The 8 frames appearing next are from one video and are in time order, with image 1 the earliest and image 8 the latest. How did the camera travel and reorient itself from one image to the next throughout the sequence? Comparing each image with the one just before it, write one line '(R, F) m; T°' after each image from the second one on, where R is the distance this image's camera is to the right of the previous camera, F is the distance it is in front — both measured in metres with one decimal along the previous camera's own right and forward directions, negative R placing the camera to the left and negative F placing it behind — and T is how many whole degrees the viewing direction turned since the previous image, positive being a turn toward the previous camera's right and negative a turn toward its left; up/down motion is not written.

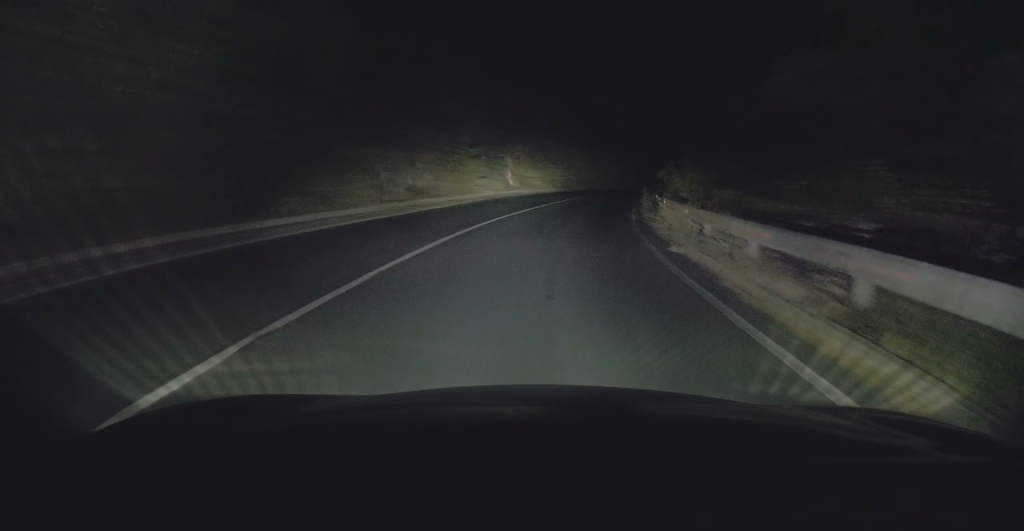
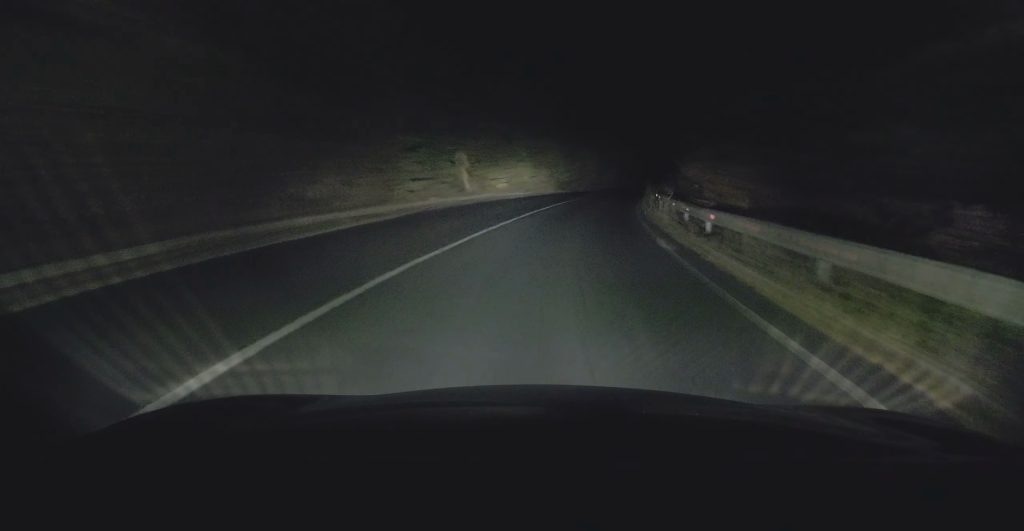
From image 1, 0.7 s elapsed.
(+0.3, +9.7) m; +3°
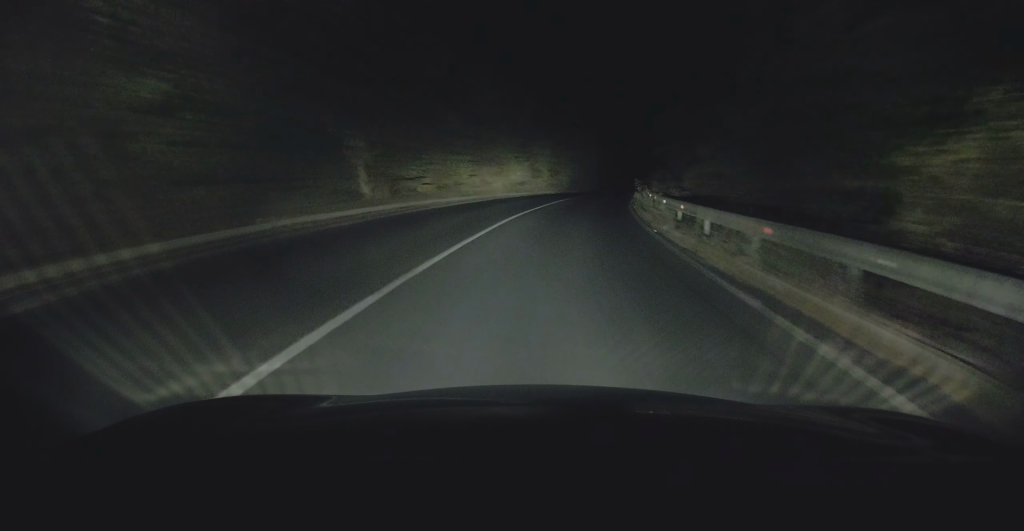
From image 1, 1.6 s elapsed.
(+0.3, +11.9) m; +3°
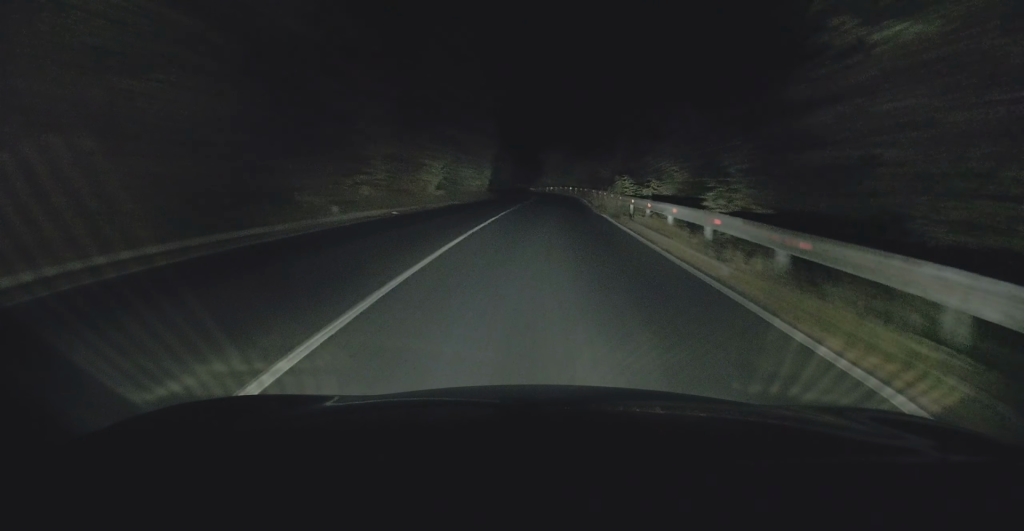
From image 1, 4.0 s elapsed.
(+2.6, +31.7) m; +8°
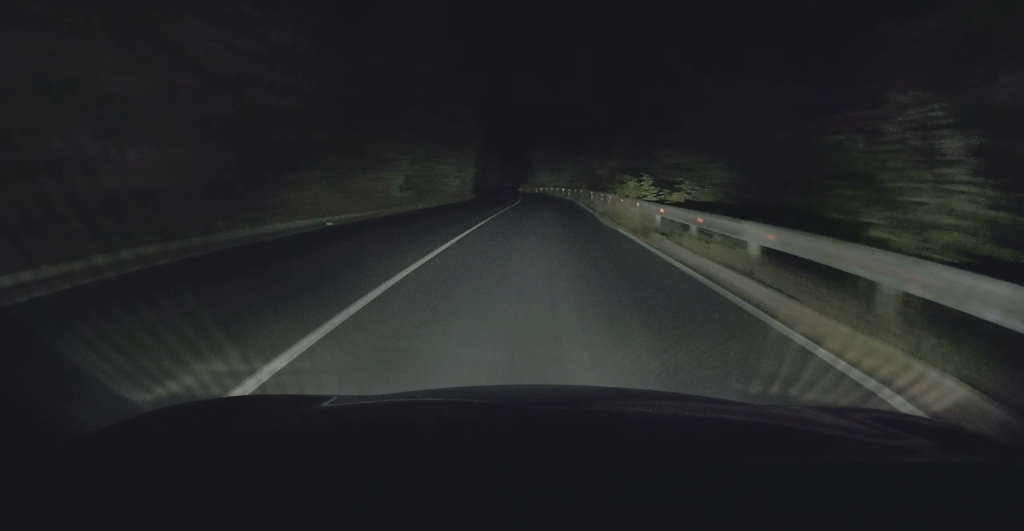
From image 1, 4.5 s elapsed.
(0.0, +6.2) m; +1°
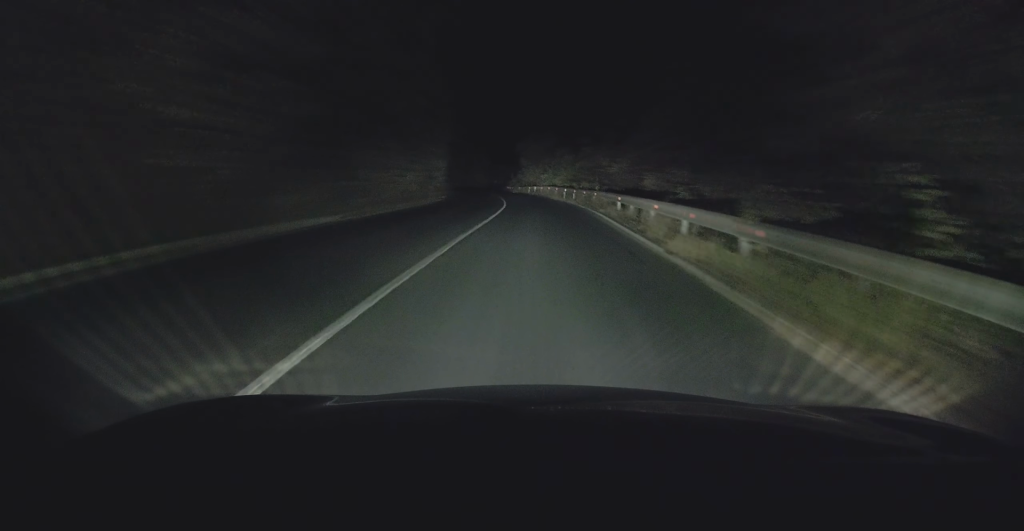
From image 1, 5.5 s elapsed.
(+0.4, +13.9) m; +2°
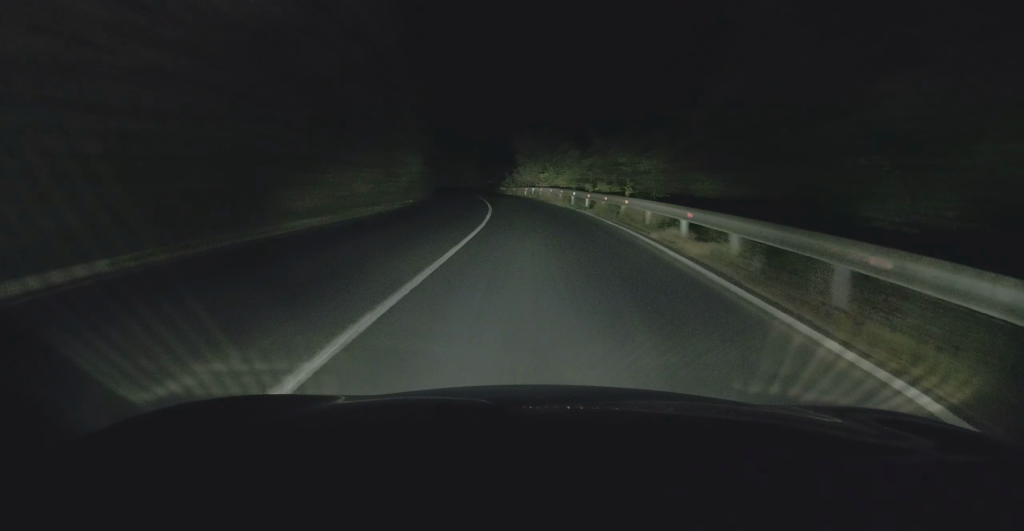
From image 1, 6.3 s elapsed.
(+0.1, +10.4) m; 0°
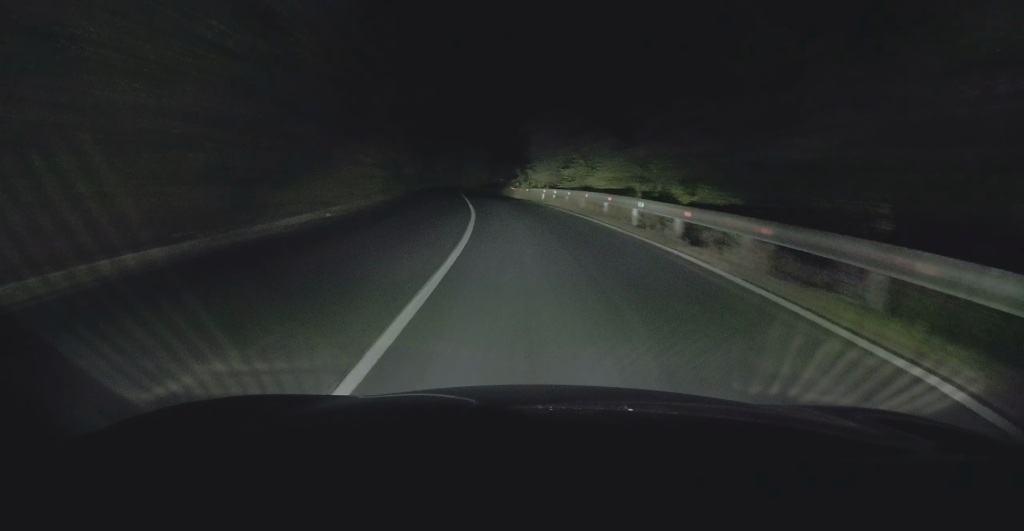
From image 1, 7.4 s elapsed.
(-0.2, +15.0) m; -2°
